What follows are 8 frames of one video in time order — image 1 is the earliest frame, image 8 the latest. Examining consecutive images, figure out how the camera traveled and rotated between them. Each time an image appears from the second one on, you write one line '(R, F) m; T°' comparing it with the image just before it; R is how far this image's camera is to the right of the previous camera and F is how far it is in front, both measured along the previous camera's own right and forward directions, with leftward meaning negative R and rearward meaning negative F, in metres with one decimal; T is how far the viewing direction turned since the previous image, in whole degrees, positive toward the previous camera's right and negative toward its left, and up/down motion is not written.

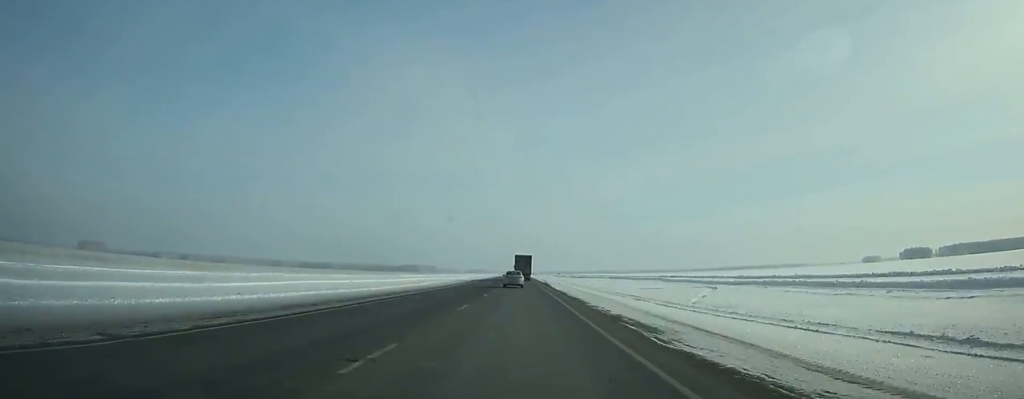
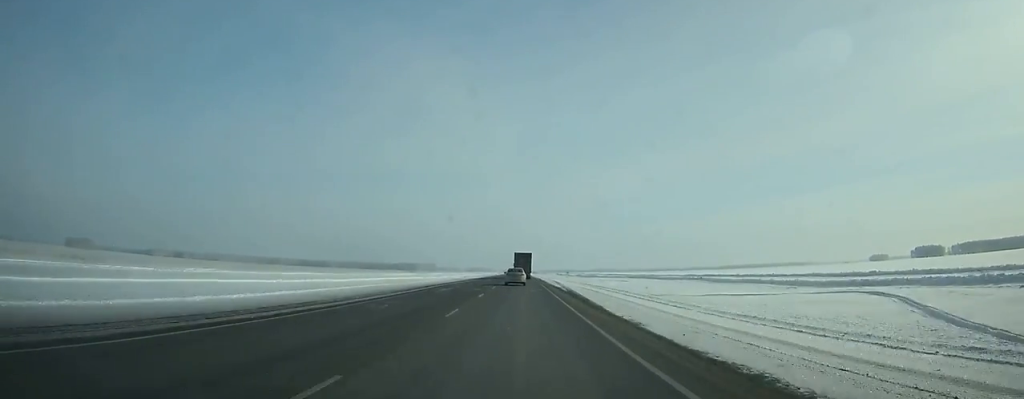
(+0.1, +39.1) m; 0°
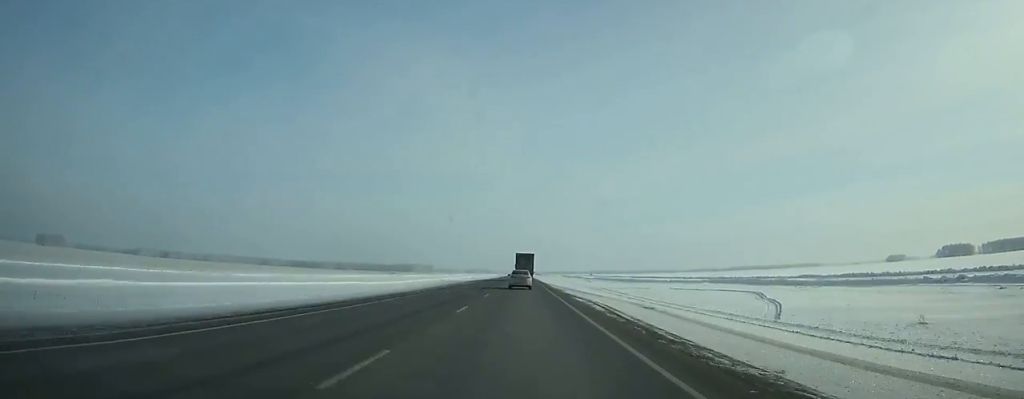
(-0.4, +80.7) m; 0°
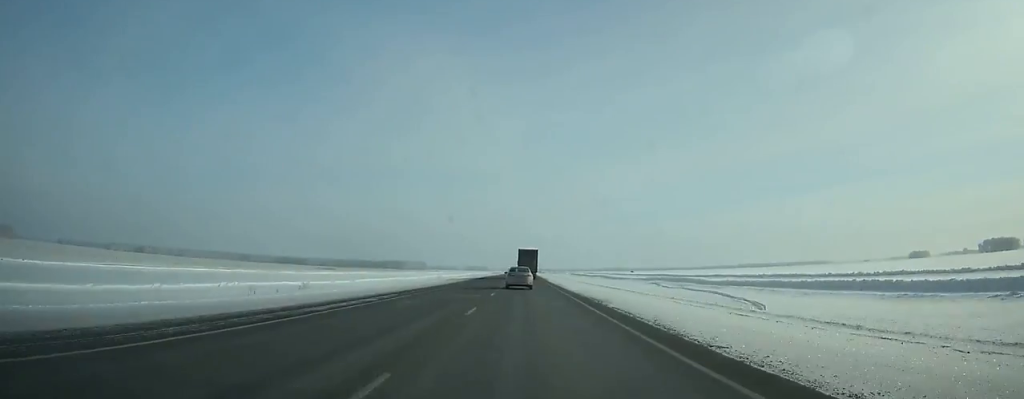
(+0.2, +120.6) m; 0°
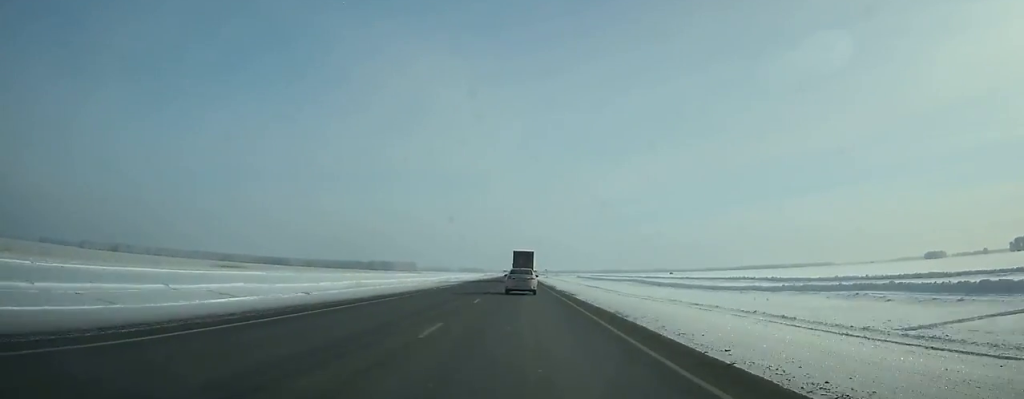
(+0.1, +87.6) m; 0°
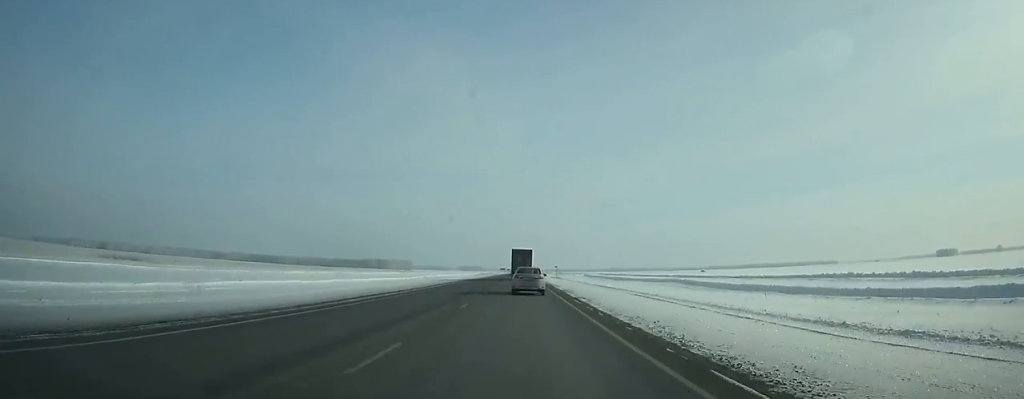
(-0.1, +51.6) m; 0°
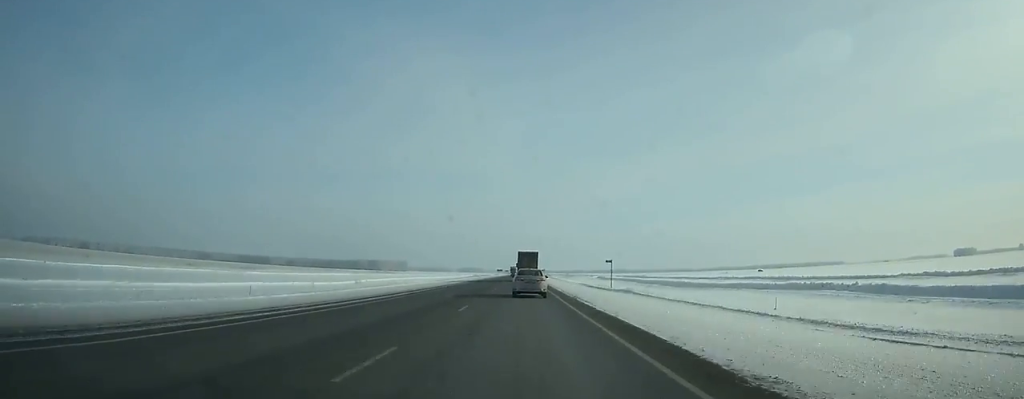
(0.0, +72.8) m; 0°
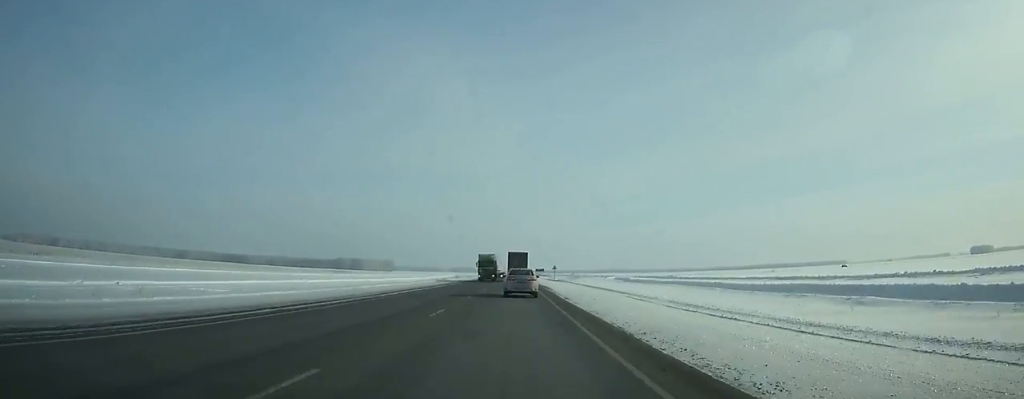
(0.0, +86.5) m; 0°
